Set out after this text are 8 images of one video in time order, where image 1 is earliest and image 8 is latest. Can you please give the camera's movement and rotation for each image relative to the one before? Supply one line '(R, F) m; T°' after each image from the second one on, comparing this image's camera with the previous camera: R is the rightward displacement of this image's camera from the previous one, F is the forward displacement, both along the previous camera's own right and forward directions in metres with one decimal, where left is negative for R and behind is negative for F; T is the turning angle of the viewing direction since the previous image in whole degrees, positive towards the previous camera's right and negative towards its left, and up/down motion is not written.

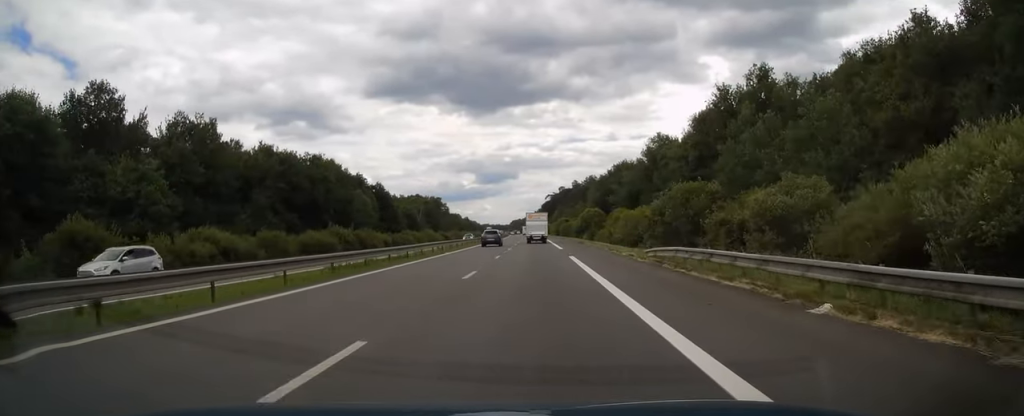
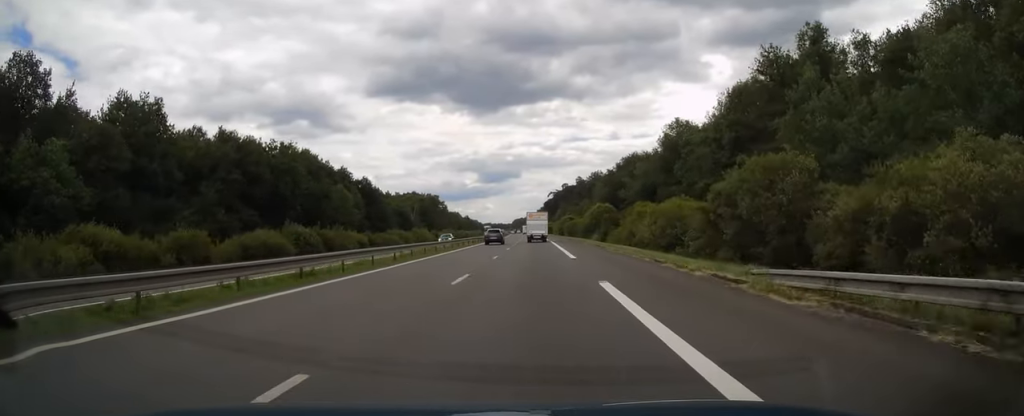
(0.0, +14.8) m; 0°
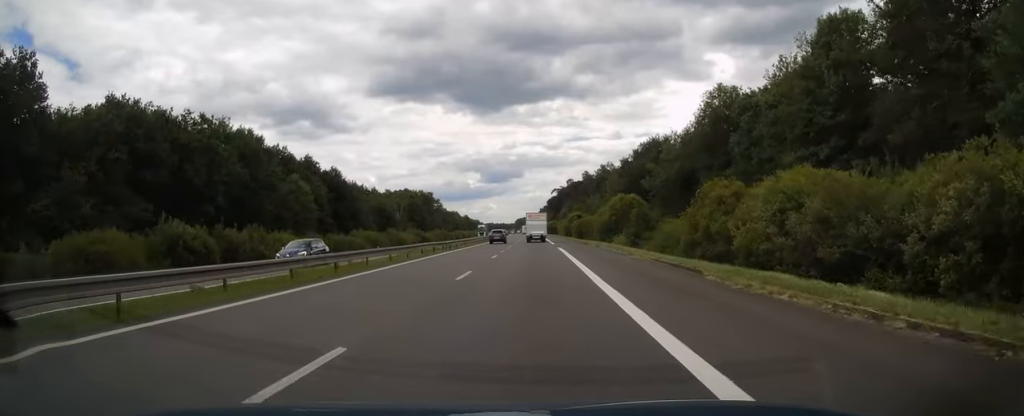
(-0.1, +24.6) m; 0°
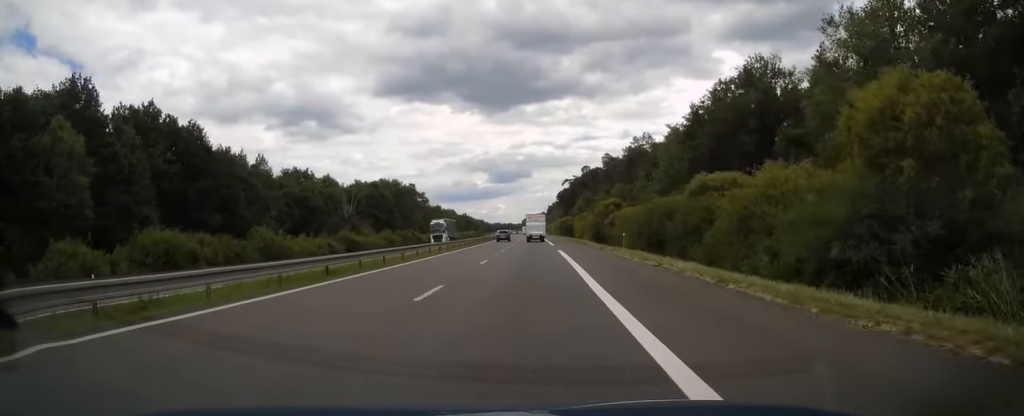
(-0.3, +56.5) m; -1°
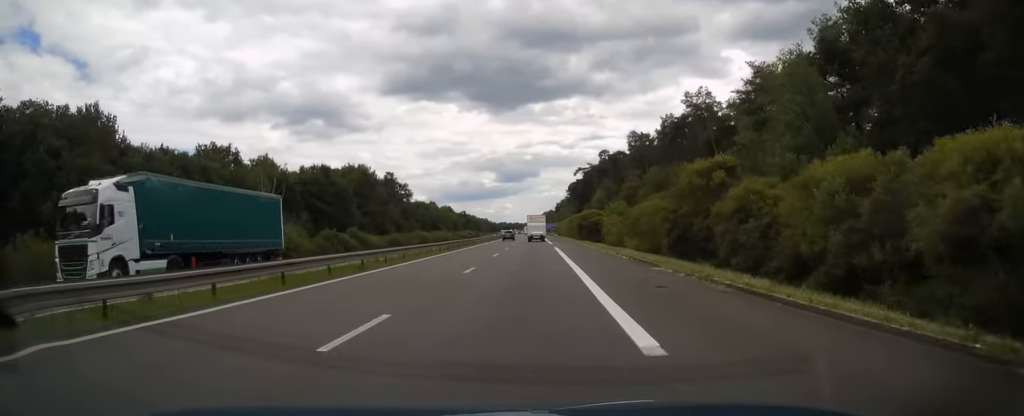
(-0.2, +43.8) m; -1°
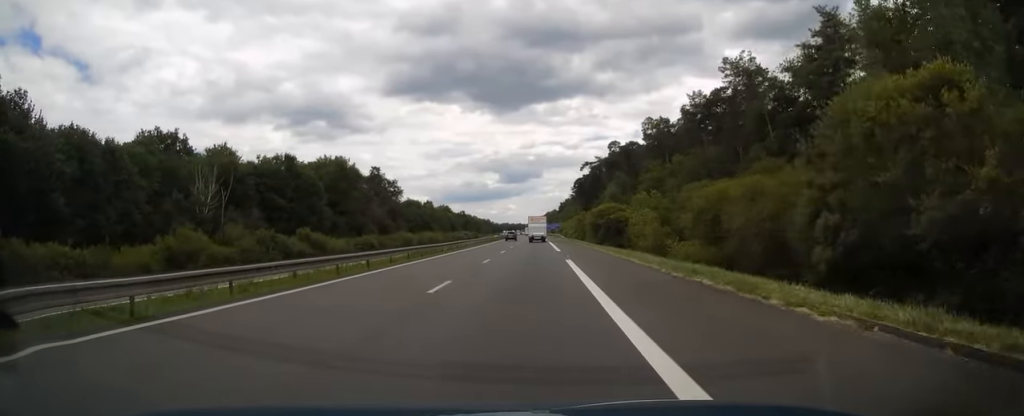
(-0.1, +19.1) m; 0°
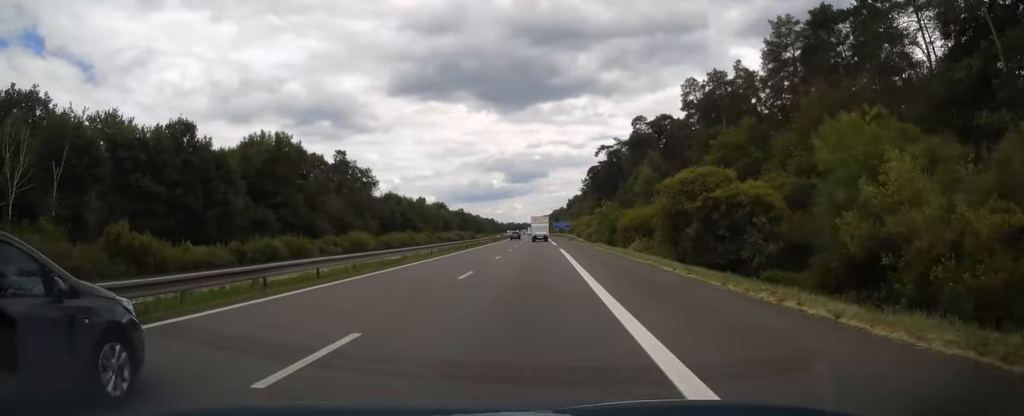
(-0.2, +34.3) m; -1°
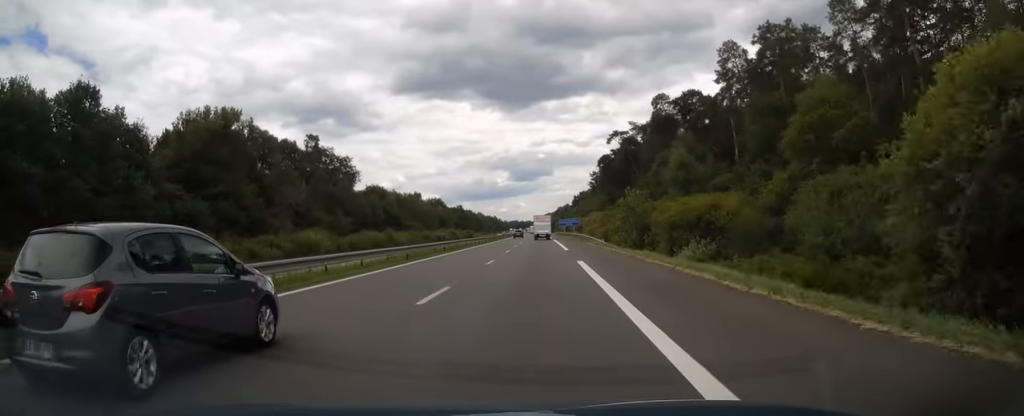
(0.0, +19.6) m; 0°
